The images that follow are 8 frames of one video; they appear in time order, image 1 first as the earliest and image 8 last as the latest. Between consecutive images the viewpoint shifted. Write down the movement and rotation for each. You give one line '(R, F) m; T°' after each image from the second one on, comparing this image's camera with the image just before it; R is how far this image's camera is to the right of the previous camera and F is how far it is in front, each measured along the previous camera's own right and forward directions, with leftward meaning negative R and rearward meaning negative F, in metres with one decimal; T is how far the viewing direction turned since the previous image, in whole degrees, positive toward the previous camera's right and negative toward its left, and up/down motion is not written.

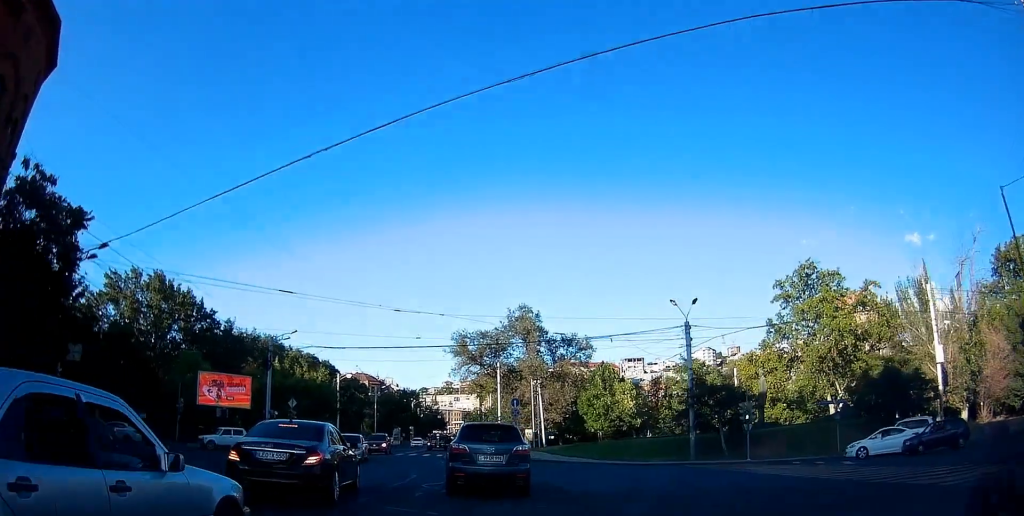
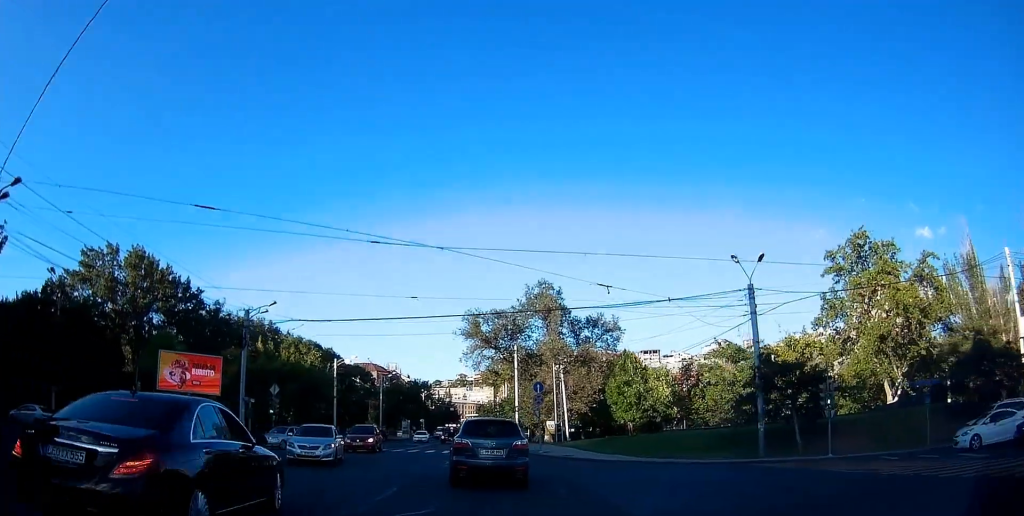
(+0.1, +7.6) m; +1°
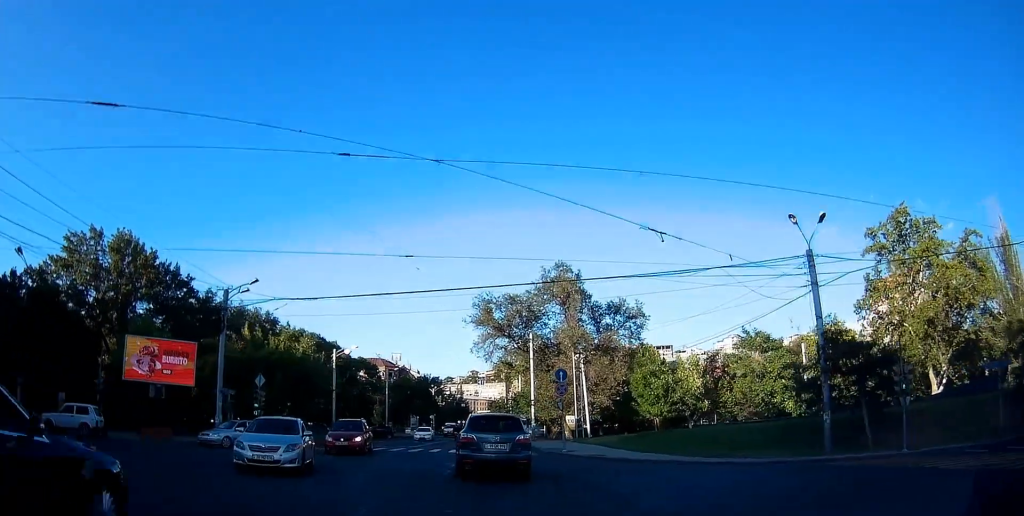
(+0.1, +5.1) m; +1°
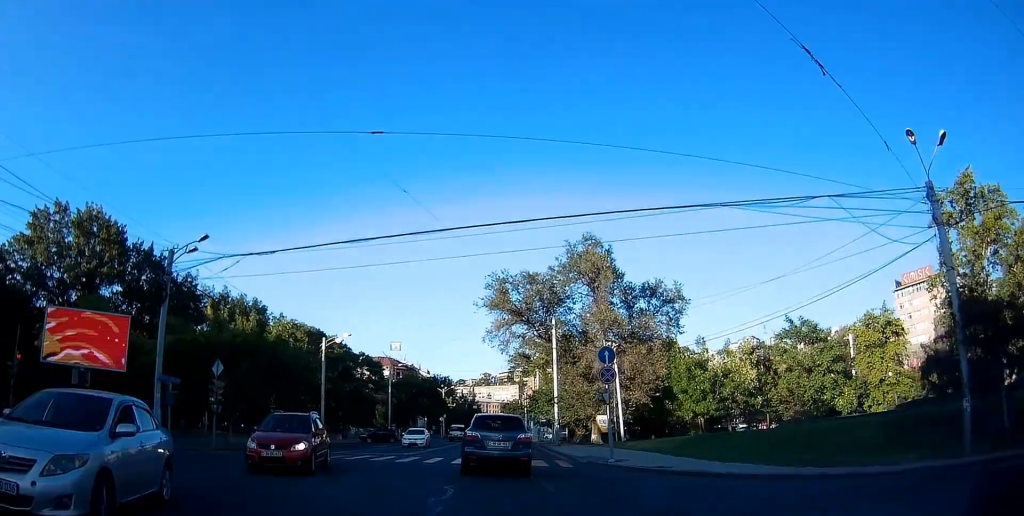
(0.0, +8.2) m; +2°
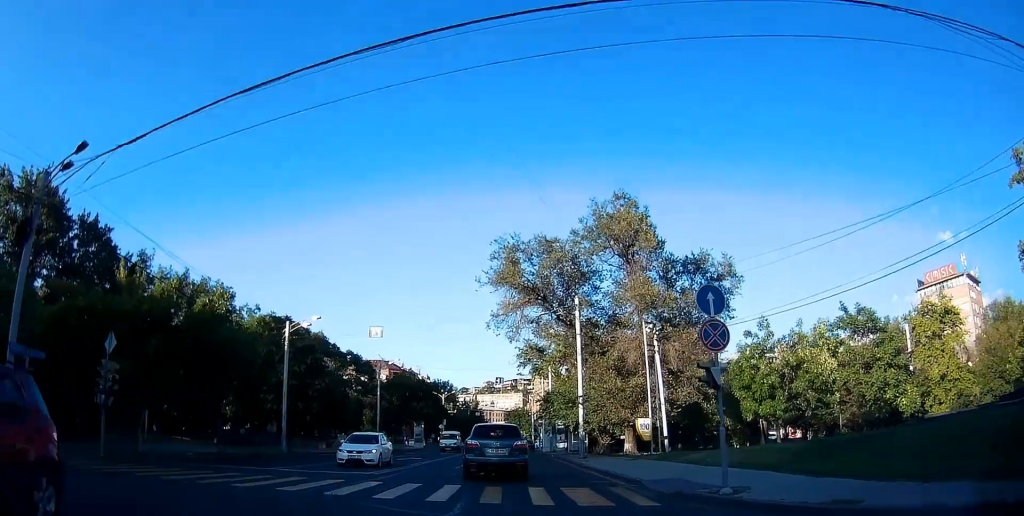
(+0.3, +10.1) m; 0°
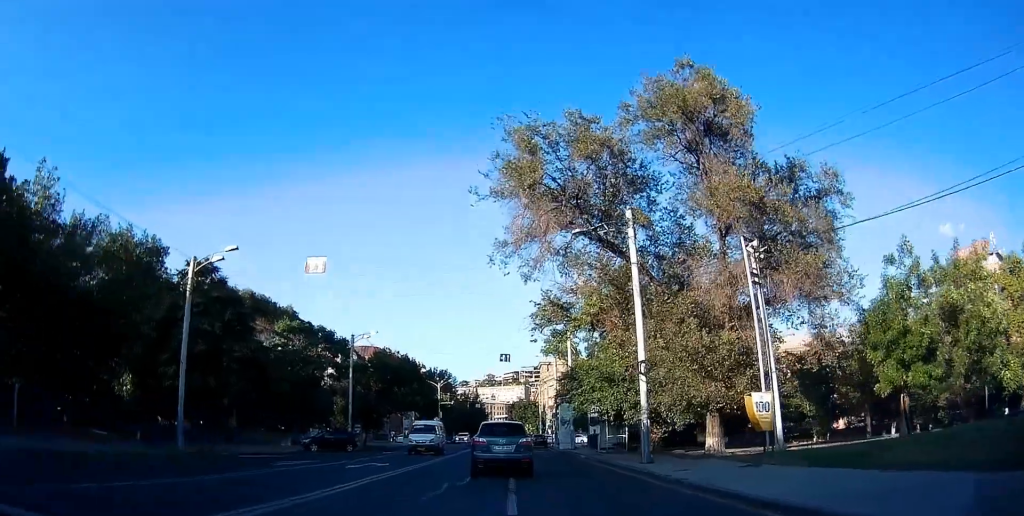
(-0.6, +13.7) m; -3°
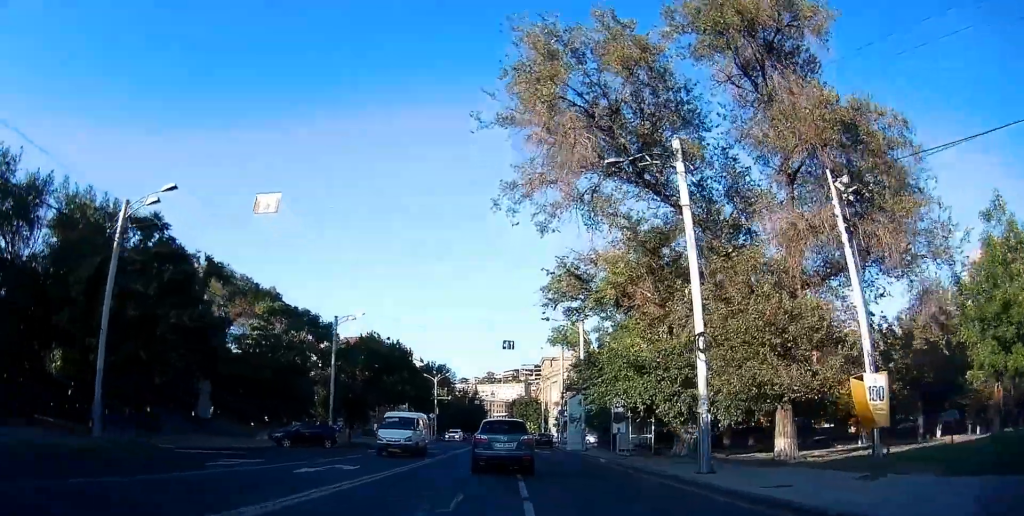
(0.0, +6.1) m; 0°
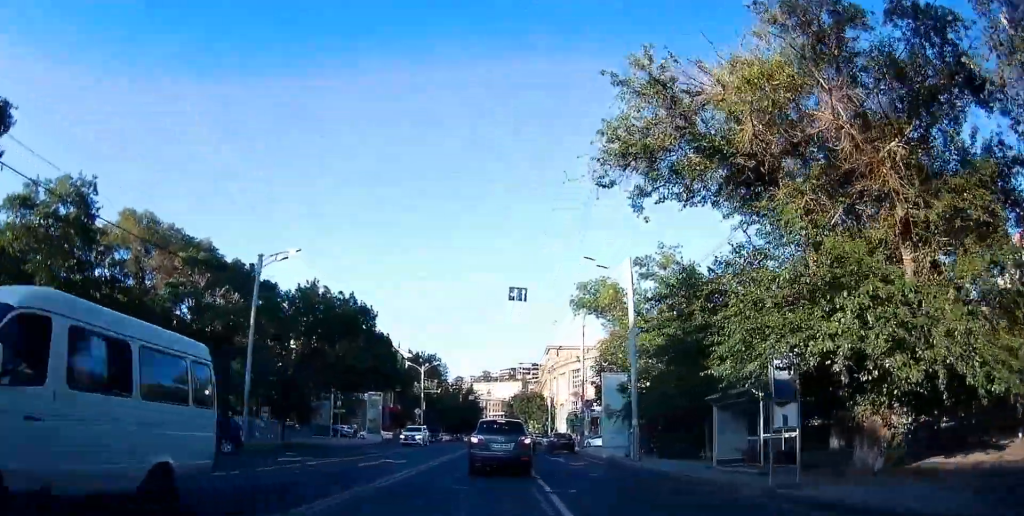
(0.0, +16.1) m; 0°
